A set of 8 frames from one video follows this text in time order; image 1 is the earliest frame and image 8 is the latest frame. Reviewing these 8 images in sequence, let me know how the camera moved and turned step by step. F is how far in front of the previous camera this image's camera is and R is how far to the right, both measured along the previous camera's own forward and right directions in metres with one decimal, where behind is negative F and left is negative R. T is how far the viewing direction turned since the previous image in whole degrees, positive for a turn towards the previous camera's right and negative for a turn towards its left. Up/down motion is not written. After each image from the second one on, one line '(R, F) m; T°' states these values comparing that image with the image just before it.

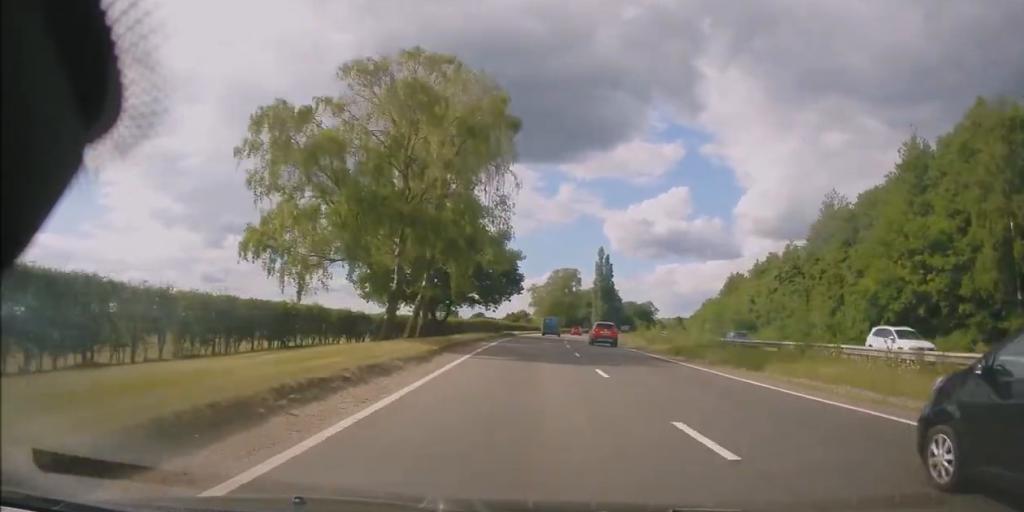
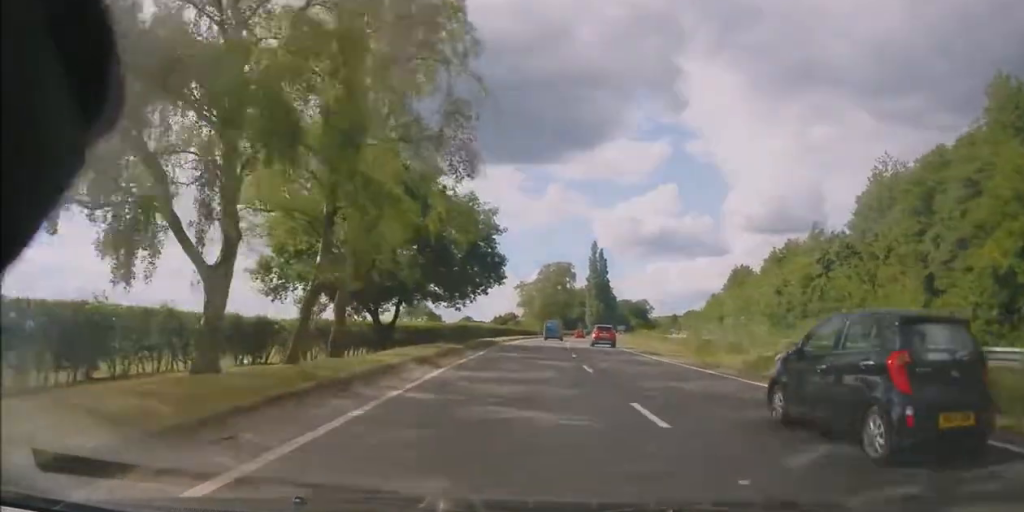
(+0.3, +16.1) m; +1°
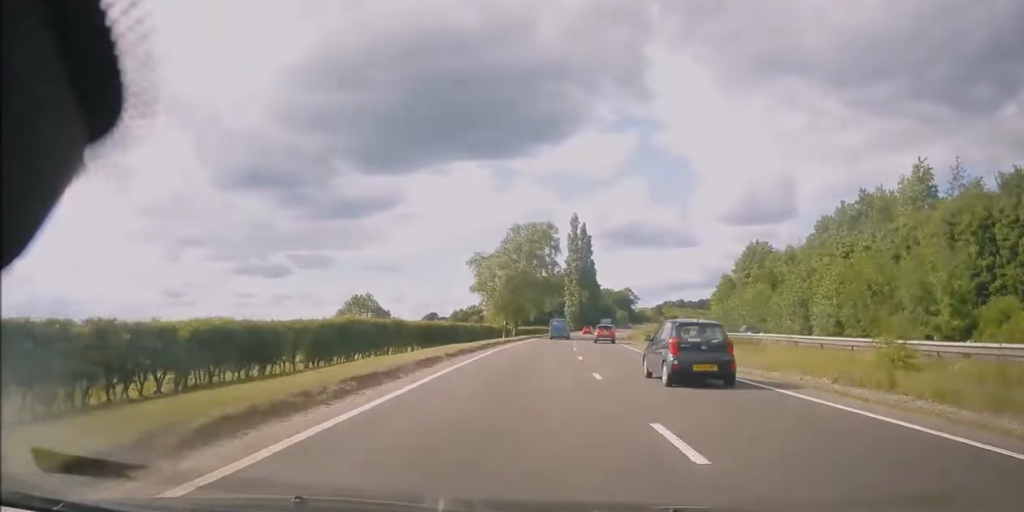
(+0.6, +37.7) m; +3°
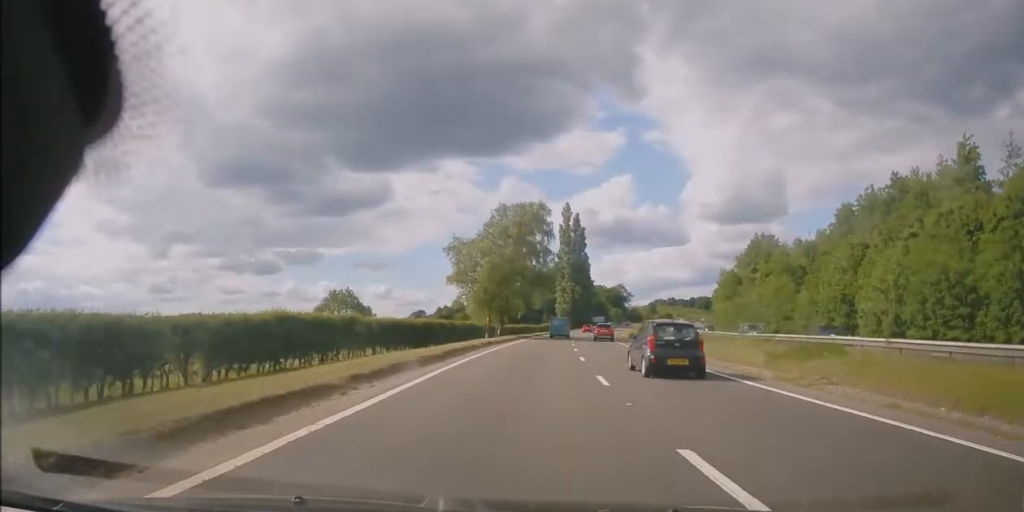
(0.0, +10.5) m; +1°
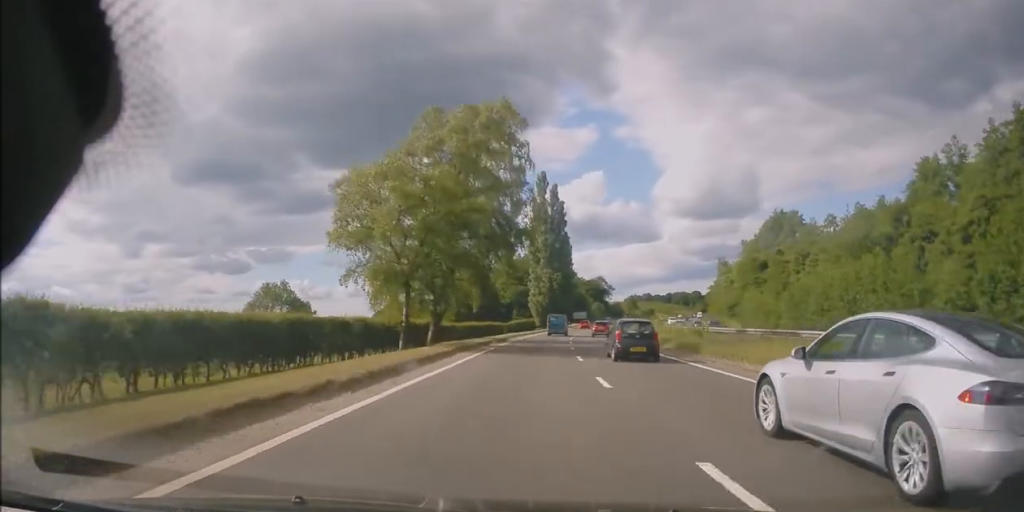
(+0.8, +27.4) m; +3°
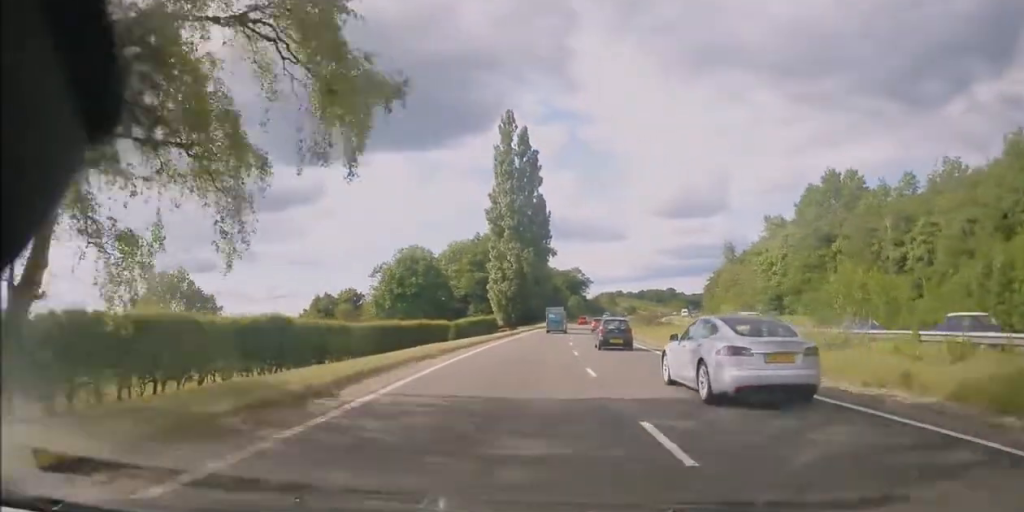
(+0.8, +33.3) m; +3°
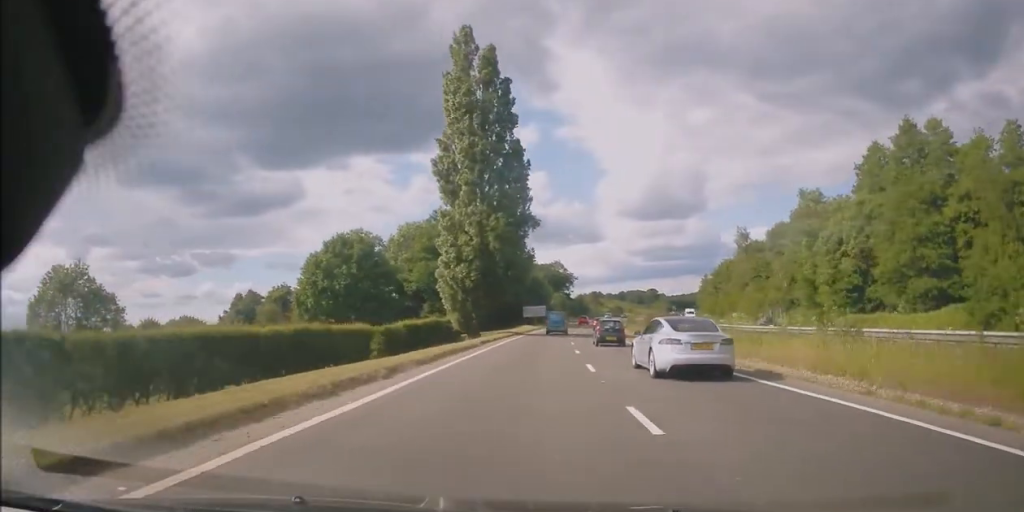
(+0.6, +25.5) m; +3°
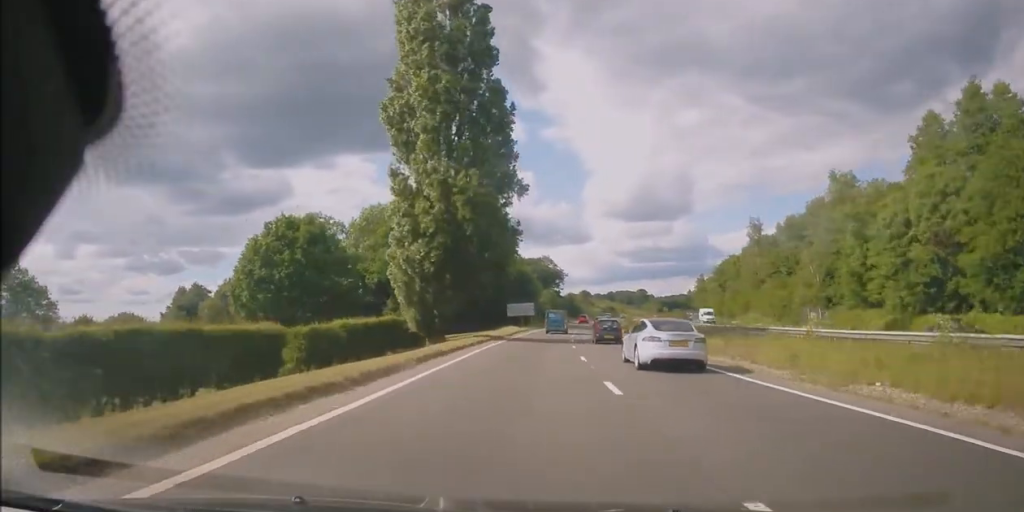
(0.0, +14.0) m; +2°
